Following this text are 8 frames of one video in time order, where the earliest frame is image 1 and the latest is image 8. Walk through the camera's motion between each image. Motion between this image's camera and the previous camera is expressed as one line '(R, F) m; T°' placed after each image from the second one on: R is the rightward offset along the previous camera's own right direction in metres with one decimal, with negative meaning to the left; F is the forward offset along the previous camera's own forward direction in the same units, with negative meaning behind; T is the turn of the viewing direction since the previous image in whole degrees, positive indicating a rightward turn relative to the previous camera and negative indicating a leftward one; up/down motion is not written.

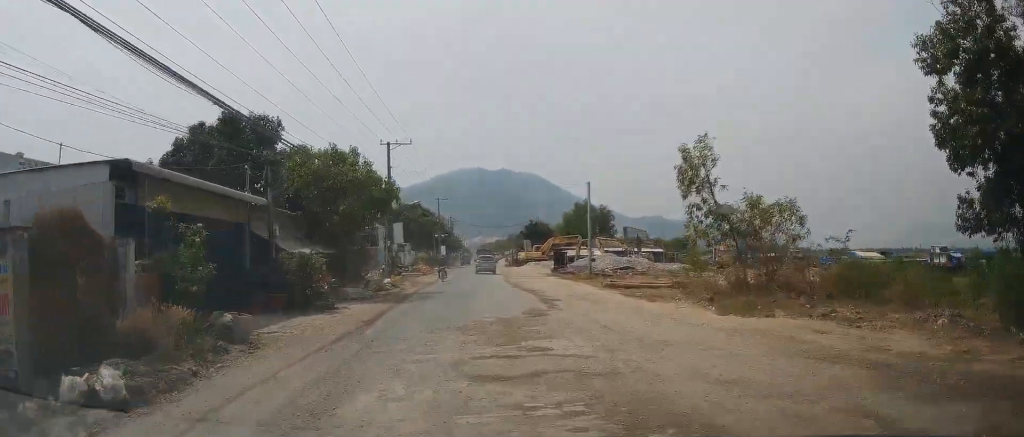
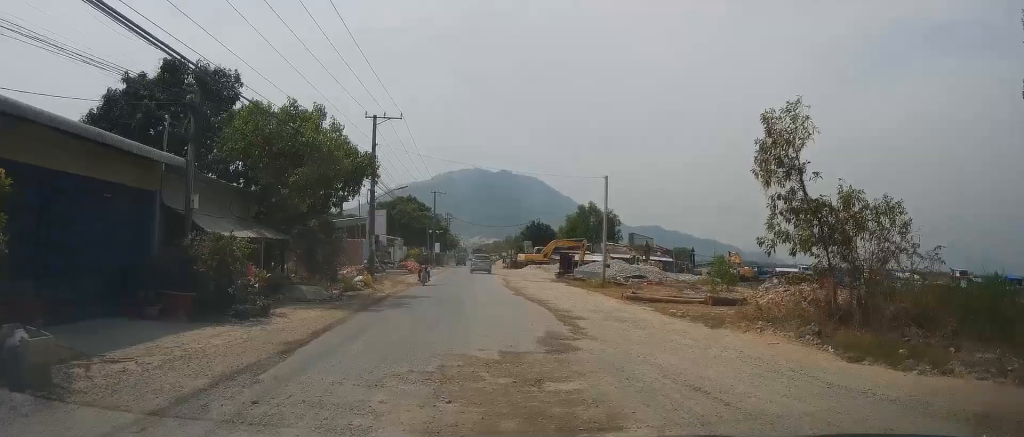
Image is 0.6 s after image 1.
(+0.1, +6.9) m; +1°
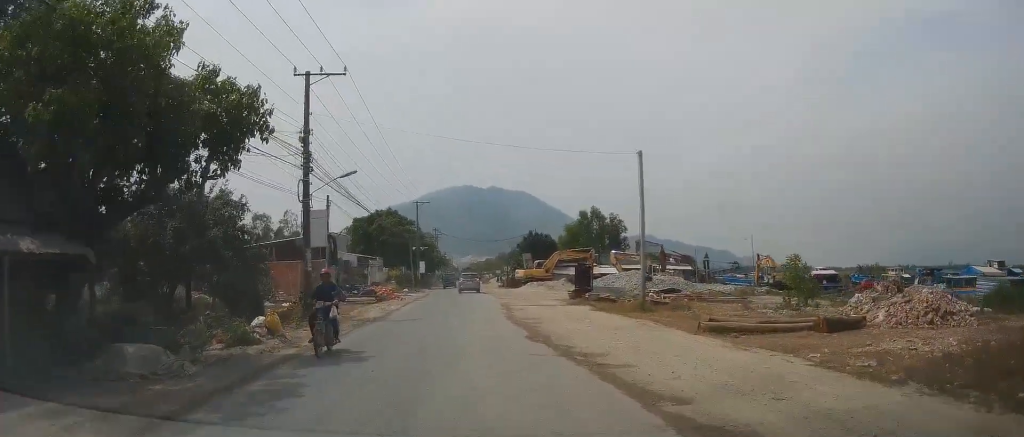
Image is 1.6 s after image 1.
(0.0, +12.1) m; 0°
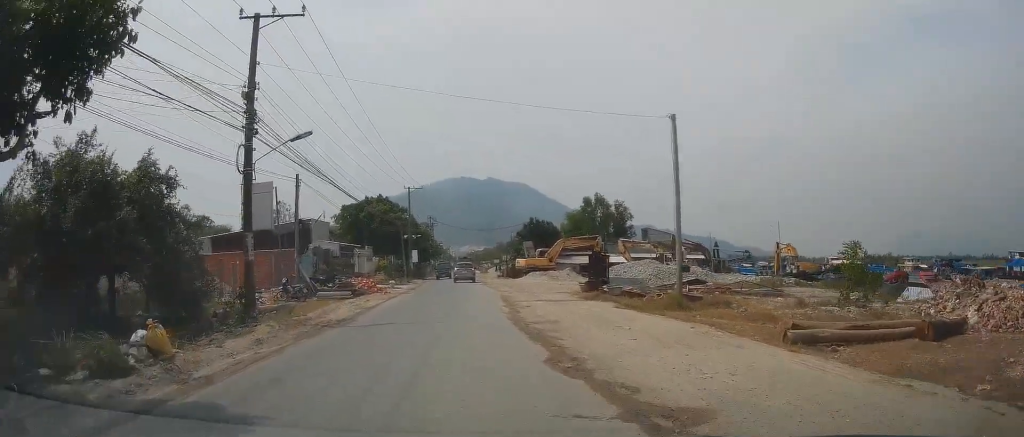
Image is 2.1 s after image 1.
(0.0, +6.2) m; -1°
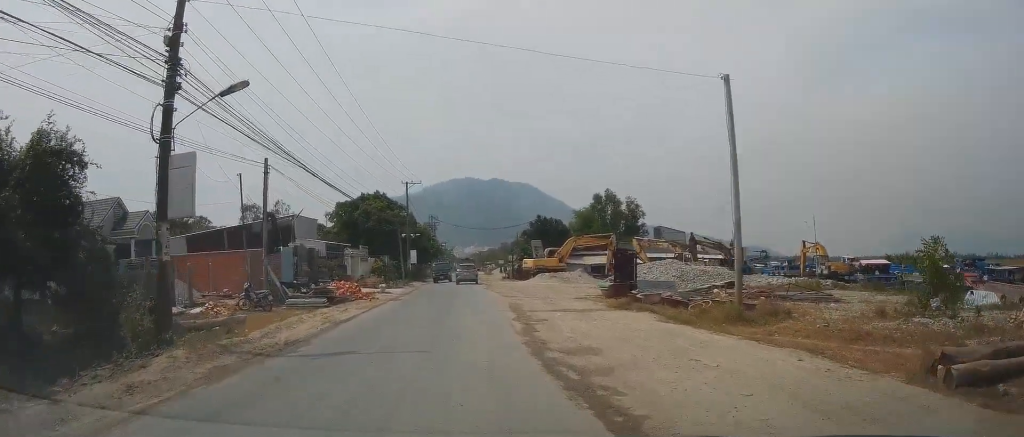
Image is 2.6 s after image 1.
(0.0, +5.9) m; -1°
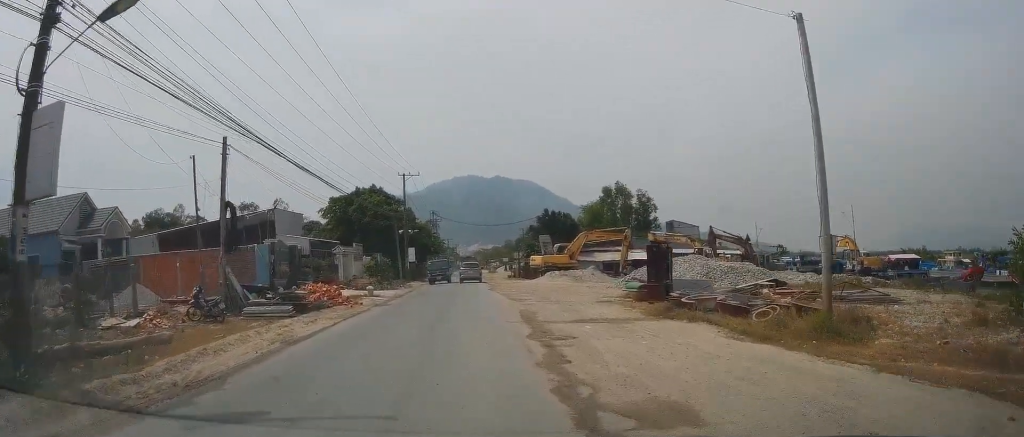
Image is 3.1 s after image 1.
(-0.2, +5.2) m; 0°
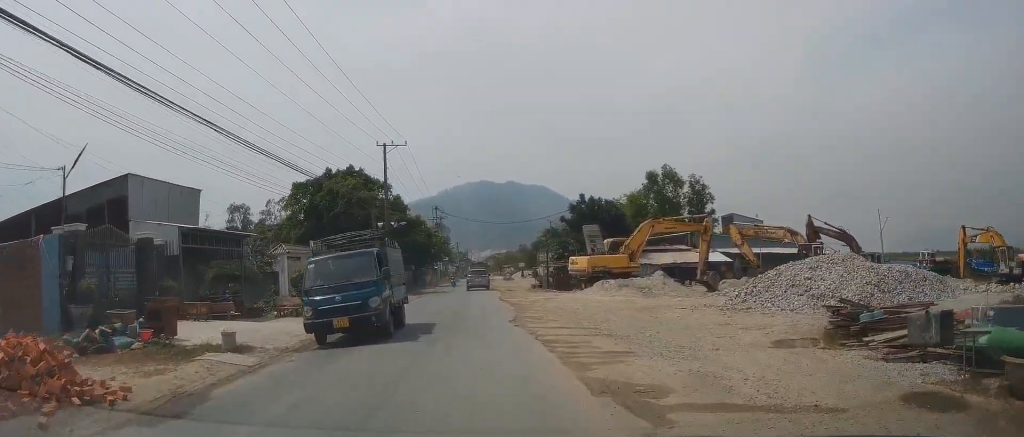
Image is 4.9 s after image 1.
(+0.1, +19.4) m; +2°
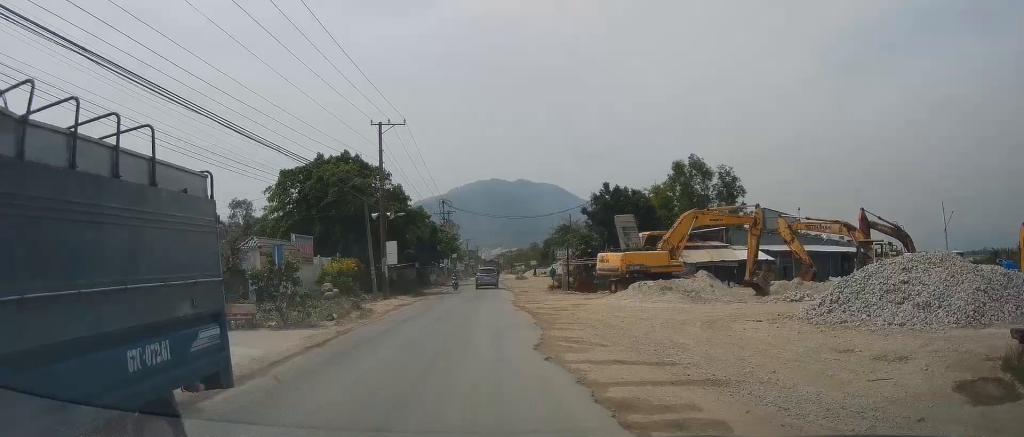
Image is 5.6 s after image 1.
(-0.1, +6.5) m; +2°
